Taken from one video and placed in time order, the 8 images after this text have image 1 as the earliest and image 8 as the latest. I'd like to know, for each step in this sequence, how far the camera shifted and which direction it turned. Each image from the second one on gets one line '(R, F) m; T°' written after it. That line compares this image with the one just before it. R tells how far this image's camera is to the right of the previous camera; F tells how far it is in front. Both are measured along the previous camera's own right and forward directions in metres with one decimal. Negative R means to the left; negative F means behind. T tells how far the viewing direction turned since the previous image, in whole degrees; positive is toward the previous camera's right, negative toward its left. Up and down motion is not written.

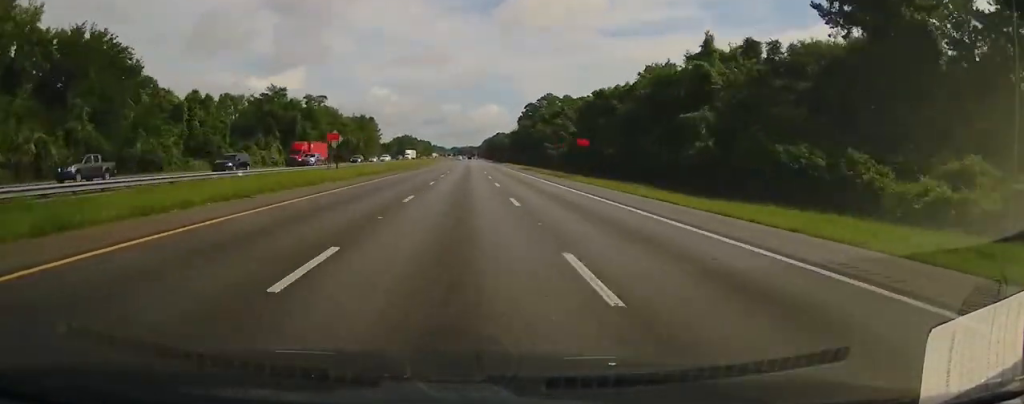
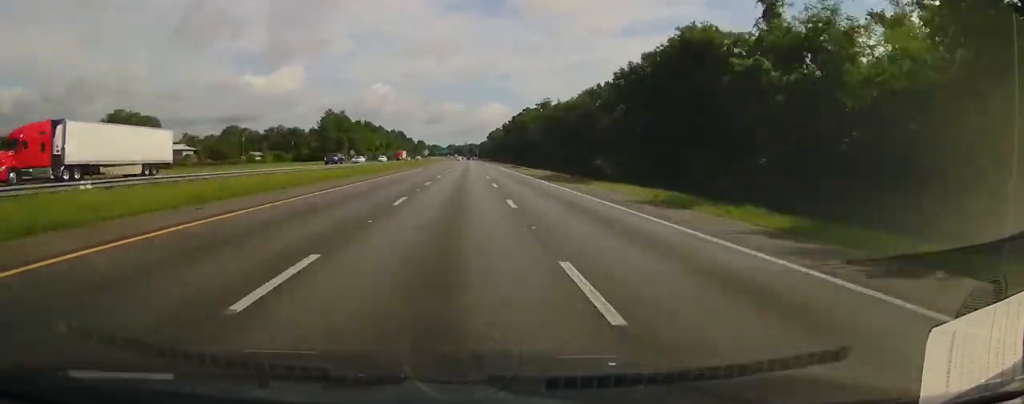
(+1.9, +216.8) m; 0°
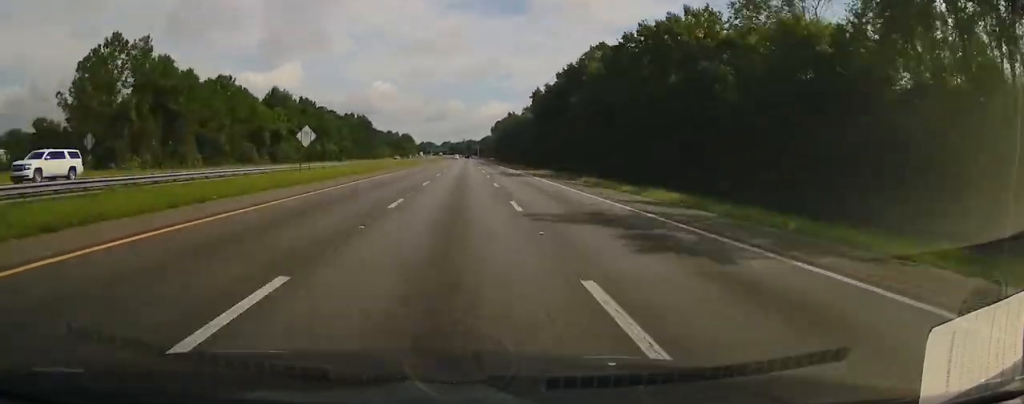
(-0.9, +120.4) m; 0°
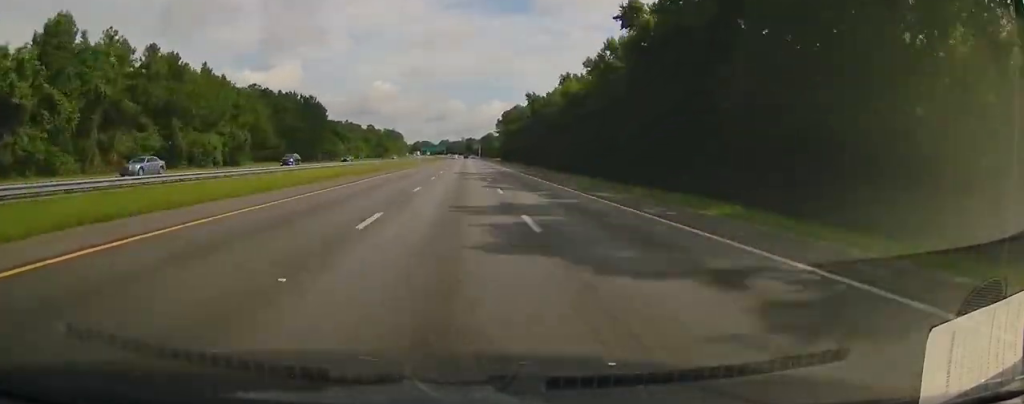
(-0.2, +74.9) m; 0°
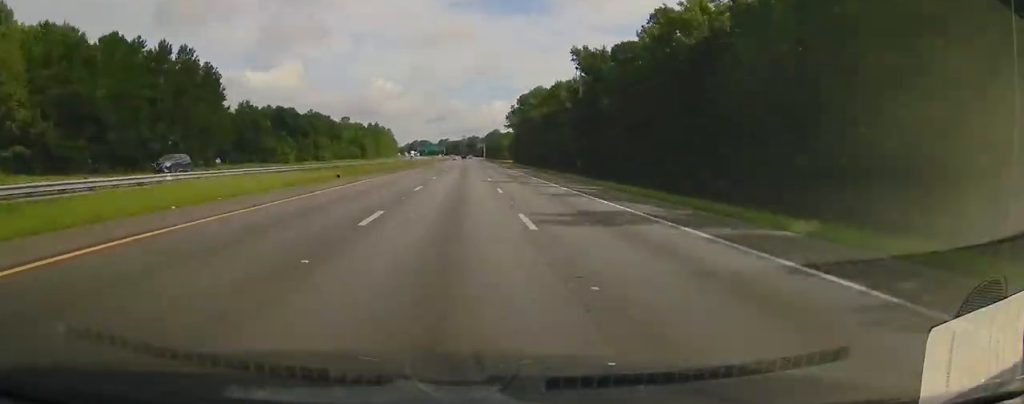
(+0.1, +70.0) m; 0°
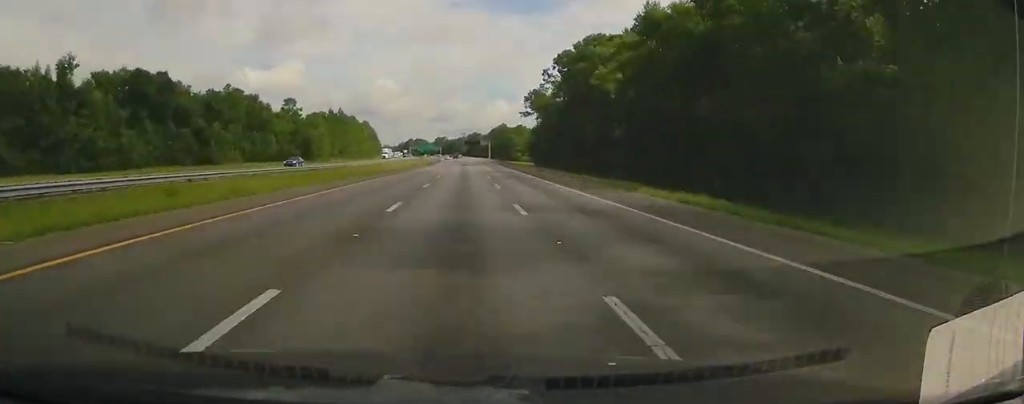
(-0.3, +77.0) m; -1°
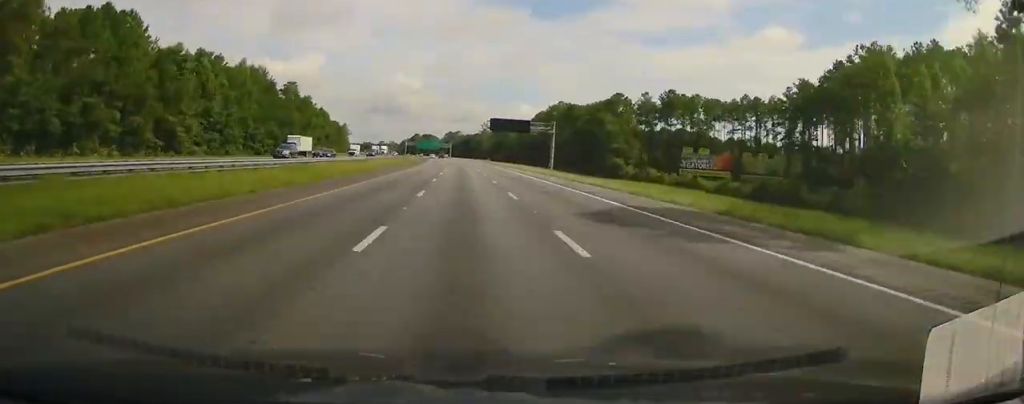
(-1.9, +148.6) m; -2°
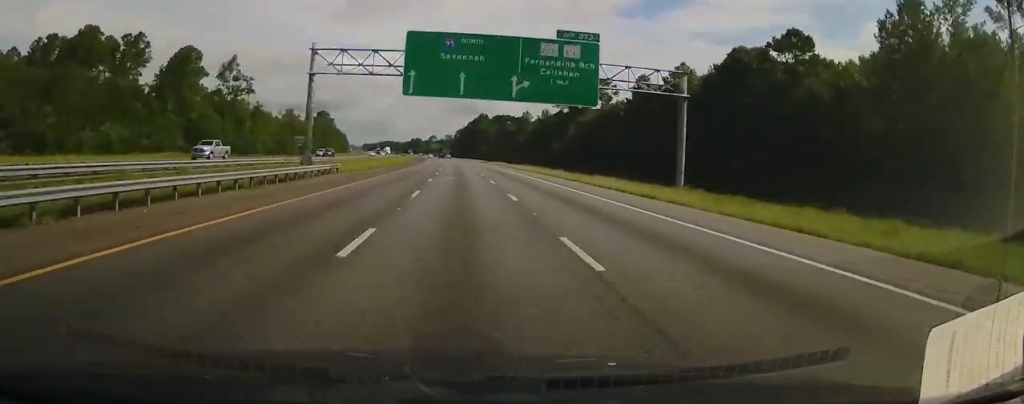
(-11.1, +244.0) m; -7°
